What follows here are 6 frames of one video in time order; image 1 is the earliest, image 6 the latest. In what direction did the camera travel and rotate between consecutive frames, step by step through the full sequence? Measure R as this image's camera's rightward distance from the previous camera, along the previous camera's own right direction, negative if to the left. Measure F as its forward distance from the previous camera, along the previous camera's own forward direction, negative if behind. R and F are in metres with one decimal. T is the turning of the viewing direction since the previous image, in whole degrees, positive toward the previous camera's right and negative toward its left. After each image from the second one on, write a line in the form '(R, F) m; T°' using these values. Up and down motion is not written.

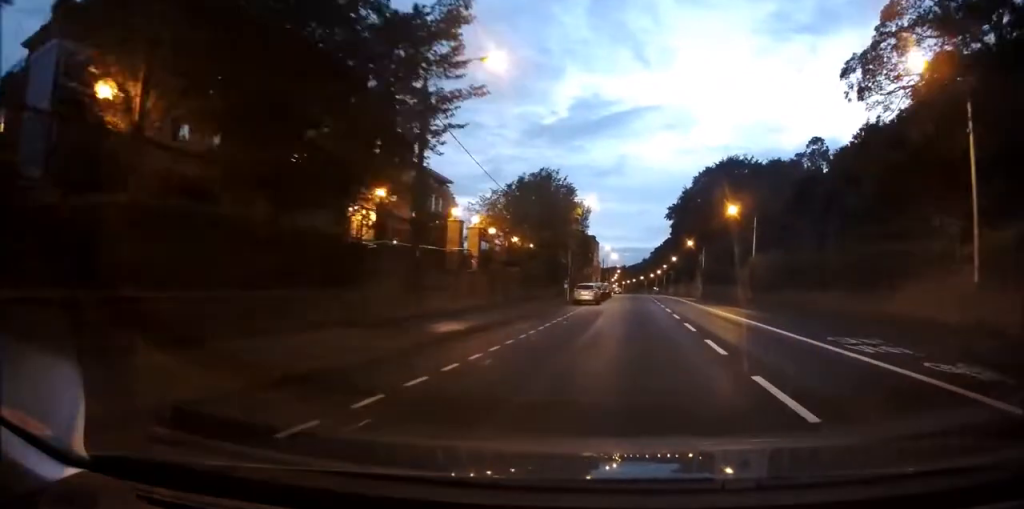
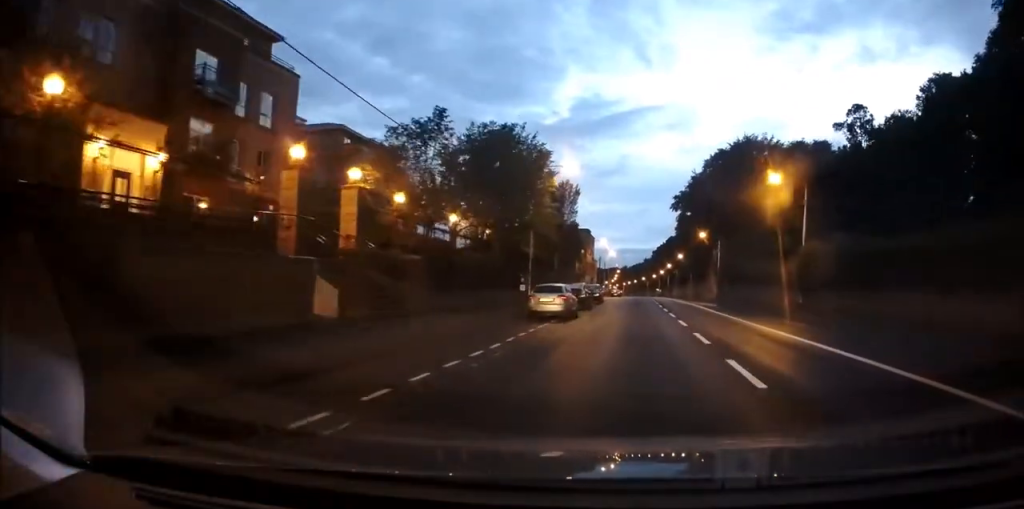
(-0.3, +15.8) m; -2°
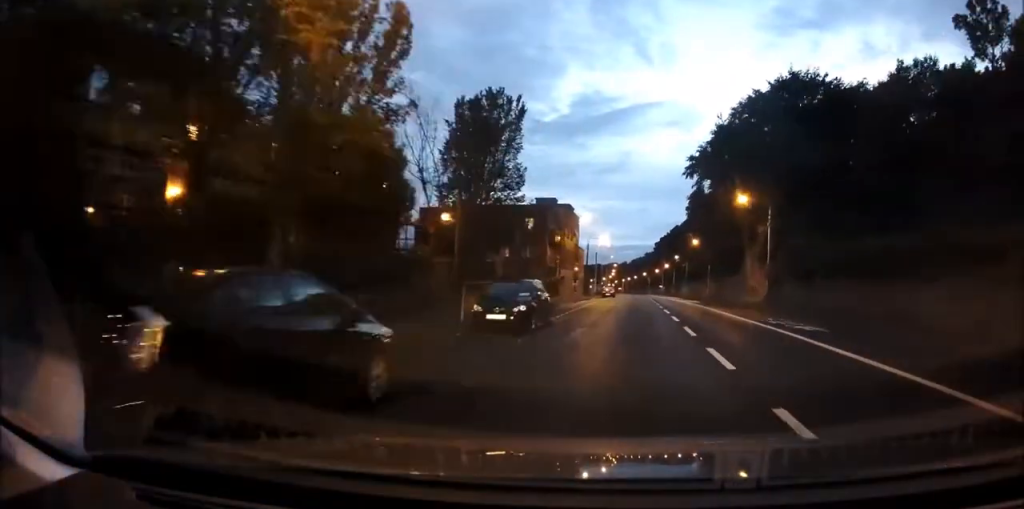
(+0.5, +27.7) m; +2°
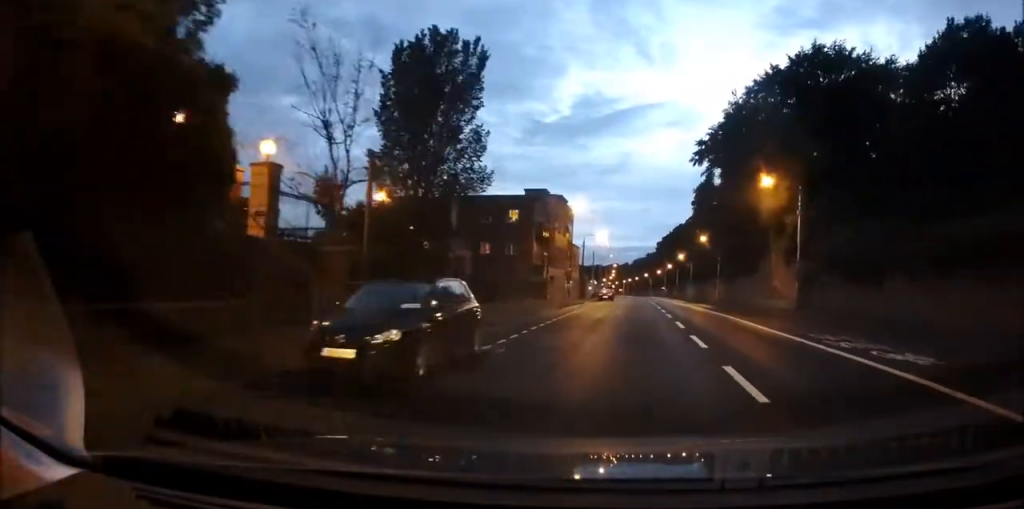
(+0.1, +8.2) m; 0°
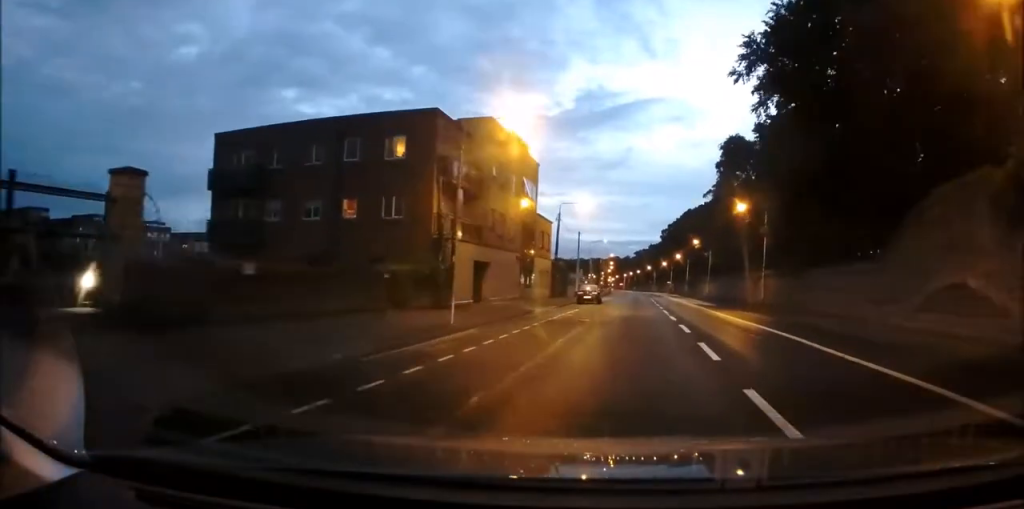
(-0.8, +25.6) m; 0°
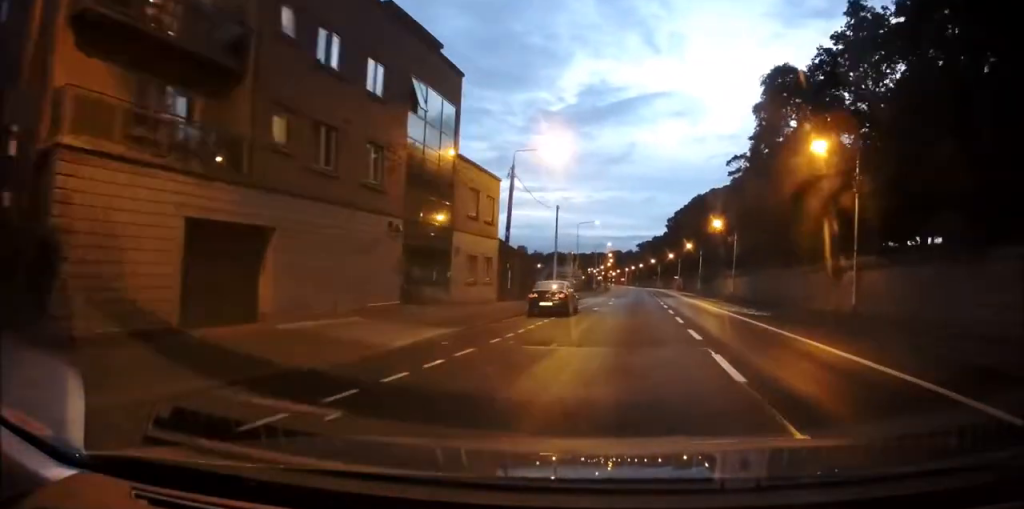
(+0.5, +19.9) m; 0°
